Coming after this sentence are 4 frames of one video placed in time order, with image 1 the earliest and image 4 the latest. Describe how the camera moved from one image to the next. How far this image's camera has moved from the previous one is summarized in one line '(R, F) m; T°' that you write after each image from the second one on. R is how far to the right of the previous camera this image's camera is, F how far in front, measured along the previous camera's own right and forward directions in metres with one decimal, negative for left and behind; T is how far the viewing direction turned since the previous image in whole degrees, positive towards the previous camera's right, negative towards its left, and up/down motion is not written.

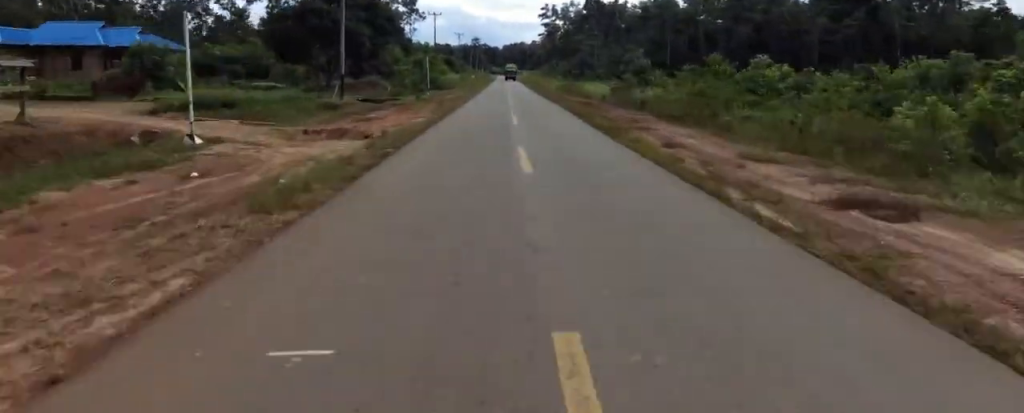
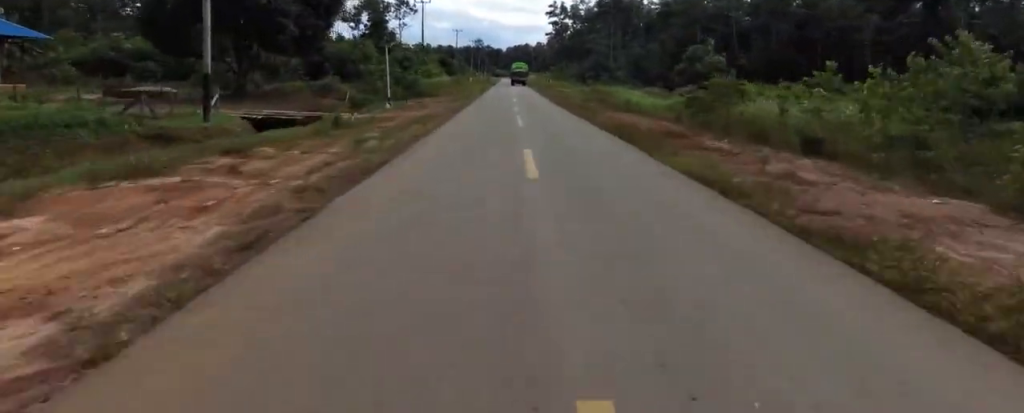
(0.0, +17.0) m; 0°
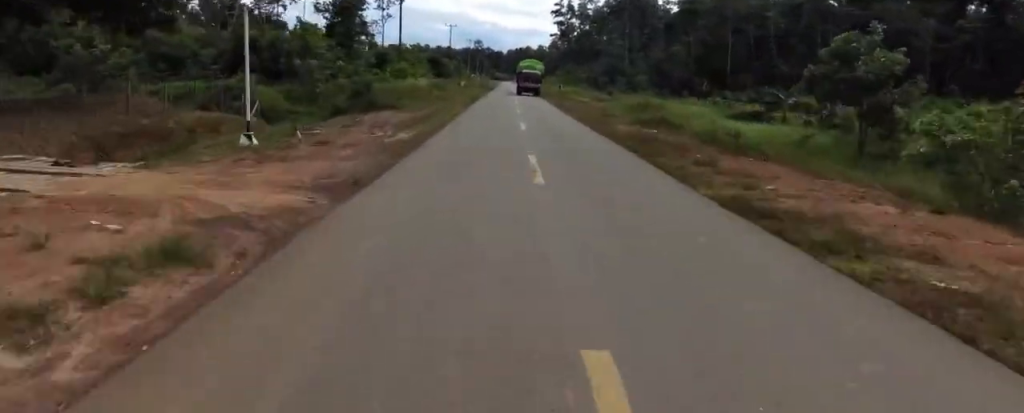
(+0.1, +15.9) m; +1°
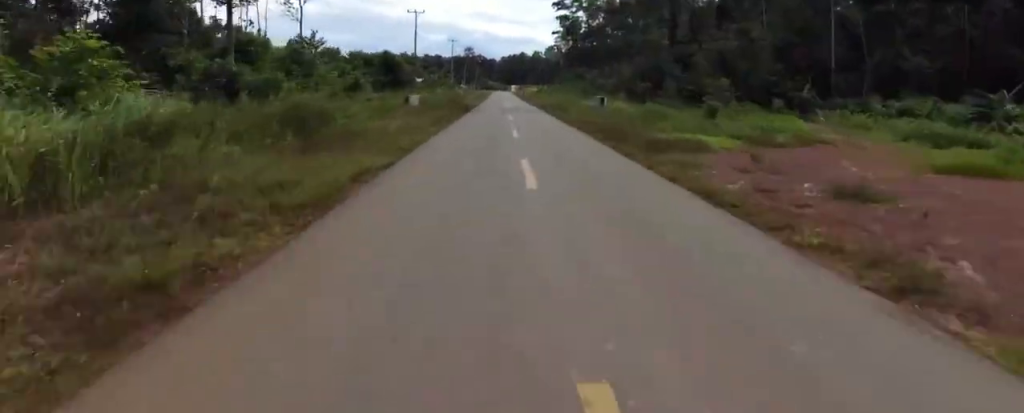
(+0.5, +32.1) m; +6°
